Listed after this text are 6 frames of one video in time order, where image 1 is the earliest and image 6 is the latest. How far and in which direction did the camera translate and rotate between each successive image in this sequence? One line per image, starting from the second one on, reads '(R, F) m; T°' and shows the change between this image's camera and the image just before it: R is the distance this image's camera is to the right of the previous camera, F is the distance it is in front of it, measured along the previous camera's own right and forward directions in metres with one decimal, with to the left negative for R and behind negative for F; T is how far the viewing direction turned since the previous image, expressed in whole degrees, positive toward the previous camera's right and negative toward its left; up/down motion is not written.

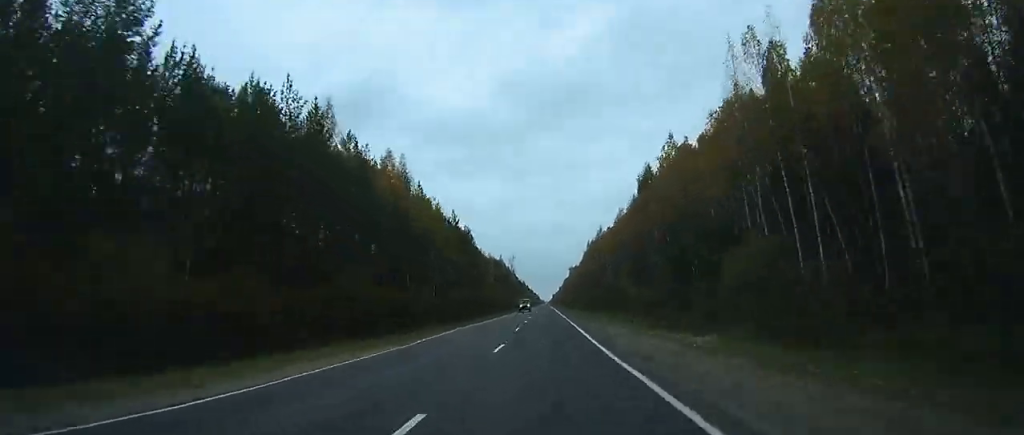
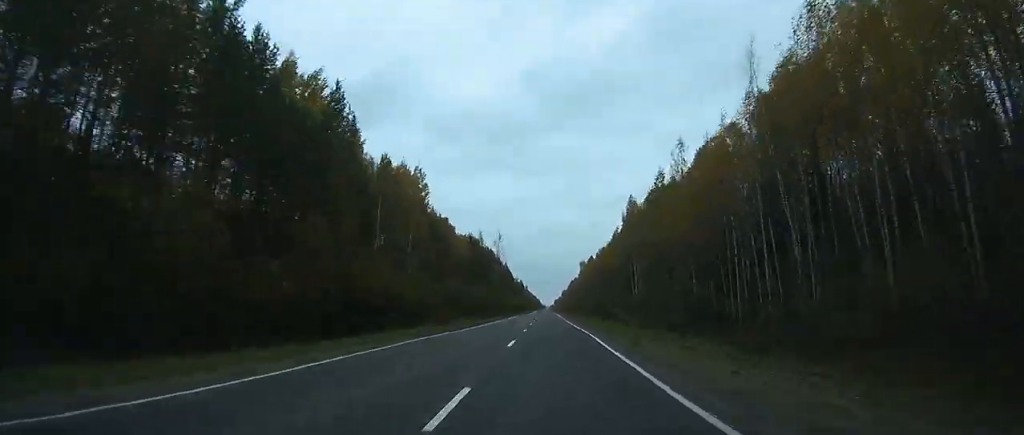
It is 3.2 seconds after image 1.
(-0.1, +79.2) m; 0°
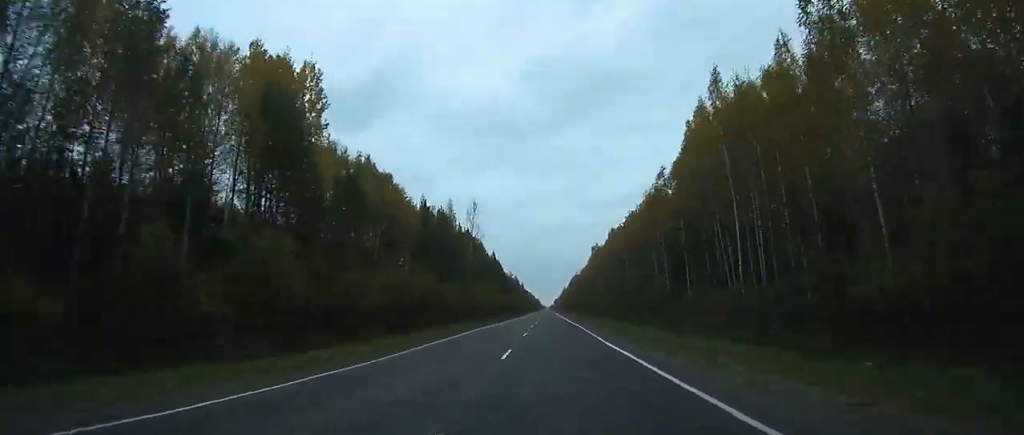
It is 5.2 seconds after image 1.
(0.0, +50.3) m; 0°
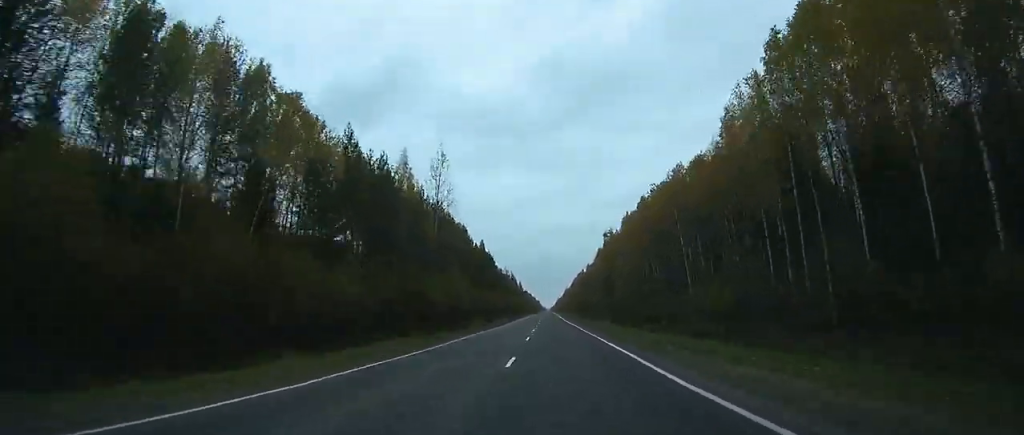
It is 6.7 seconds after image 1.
(0.0, +39.2) m; 0°
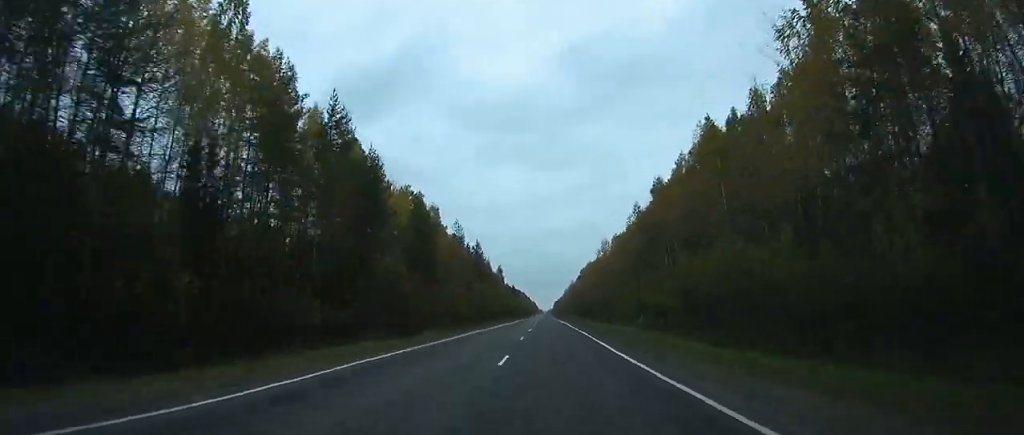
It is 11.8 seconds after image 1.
(-0.2, +134.0) m; 0°
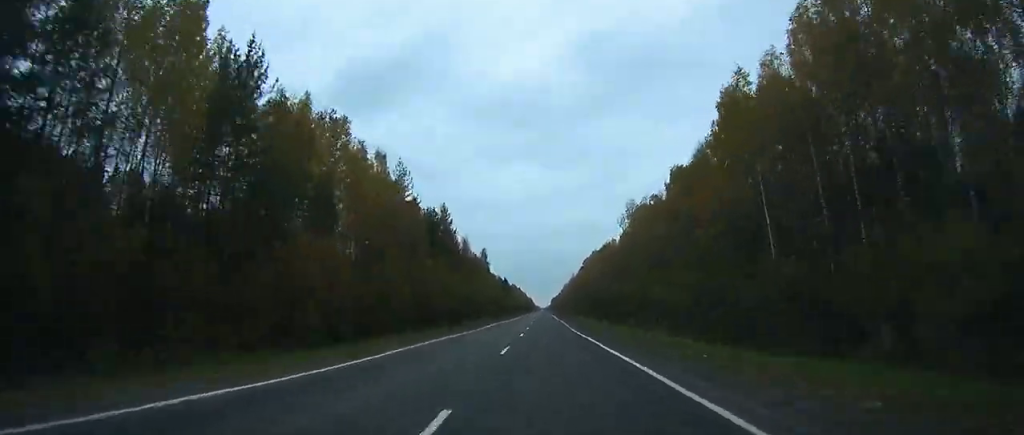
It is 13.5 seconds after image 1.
(0.0, +42.9) m; 0°
